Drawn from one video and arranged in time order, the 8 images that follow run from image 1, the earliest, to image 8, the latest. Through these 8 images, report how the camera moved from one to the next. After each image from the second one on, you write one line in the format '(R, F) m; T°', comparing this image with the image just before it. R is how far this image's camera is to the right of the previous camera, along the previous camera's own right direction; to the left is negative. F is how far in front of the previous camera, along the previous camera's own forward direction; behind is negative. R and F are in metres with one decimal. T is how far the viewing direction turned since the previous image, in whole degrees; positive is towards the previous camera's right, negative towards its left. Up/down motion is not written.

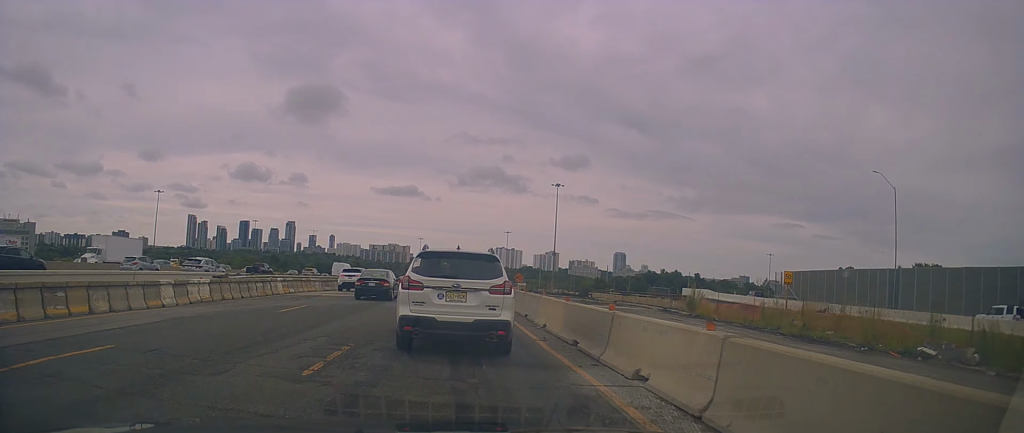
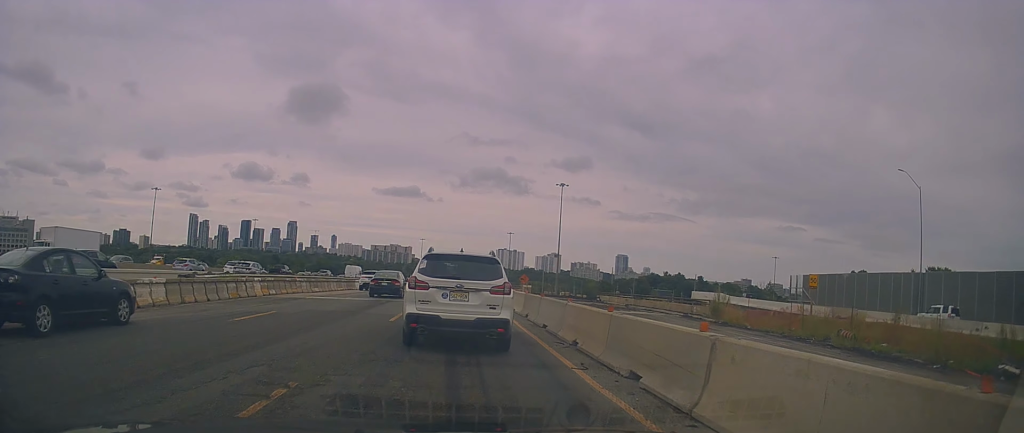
(-0.2, +3.7) m; -2°
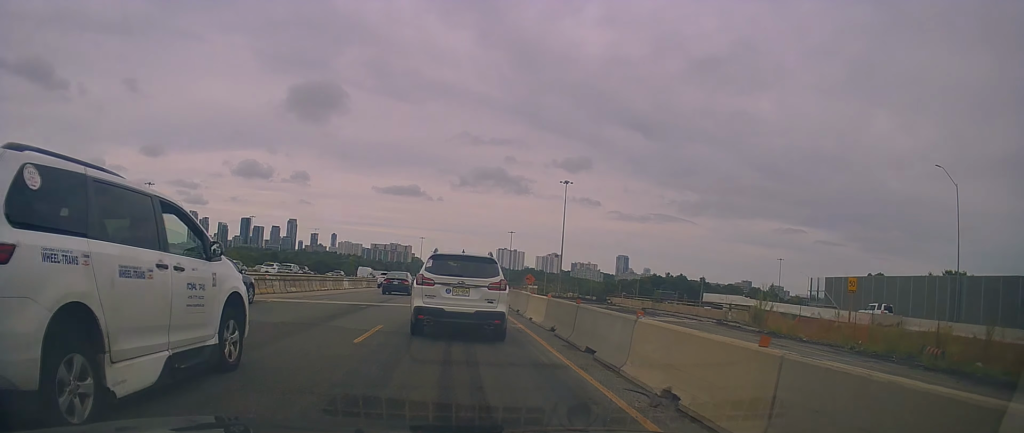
(-0.6, +5.1) m; +1°
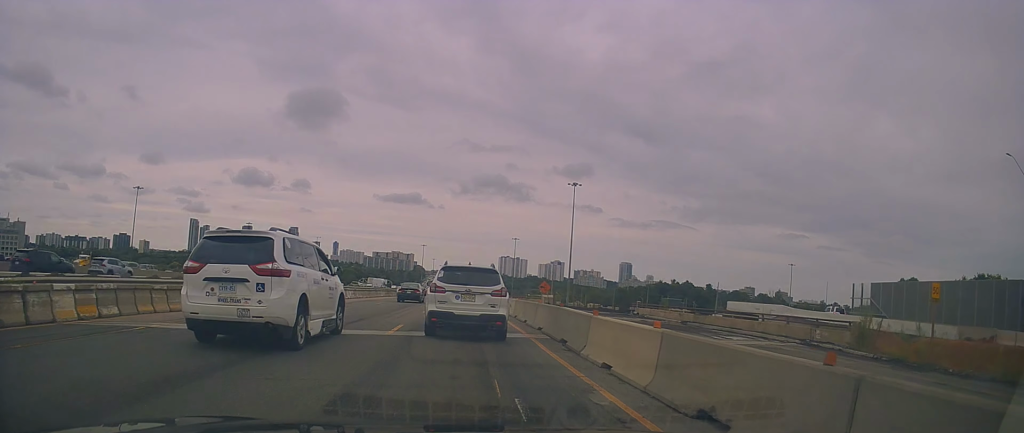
(+1.2, +7.8) m; +8°
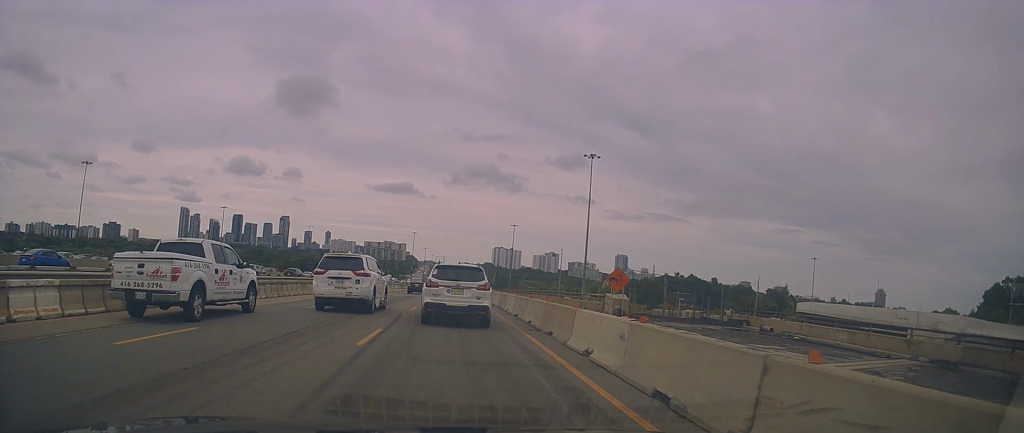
(-1.7, +24.3) m; -5°
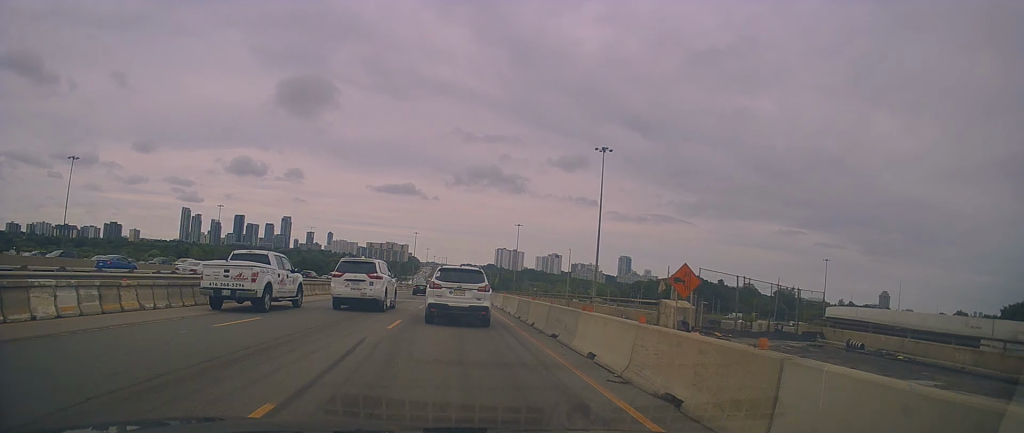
(0.0, +7.7) m; +2°
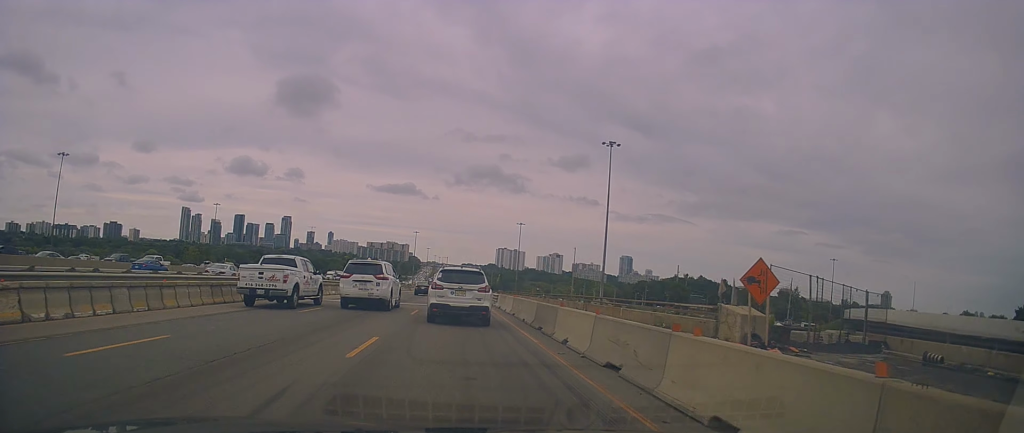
(-0.1, +4.9) m; +1°
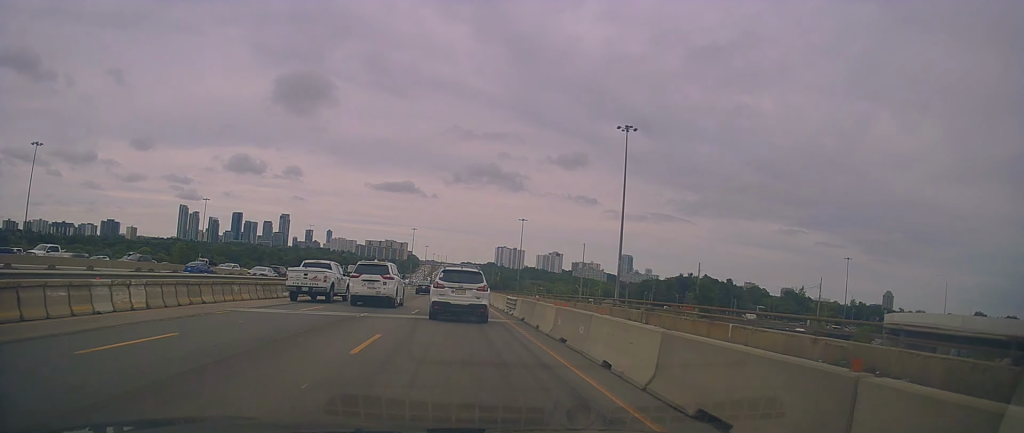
(+0.5, +10.9) m; +1°
